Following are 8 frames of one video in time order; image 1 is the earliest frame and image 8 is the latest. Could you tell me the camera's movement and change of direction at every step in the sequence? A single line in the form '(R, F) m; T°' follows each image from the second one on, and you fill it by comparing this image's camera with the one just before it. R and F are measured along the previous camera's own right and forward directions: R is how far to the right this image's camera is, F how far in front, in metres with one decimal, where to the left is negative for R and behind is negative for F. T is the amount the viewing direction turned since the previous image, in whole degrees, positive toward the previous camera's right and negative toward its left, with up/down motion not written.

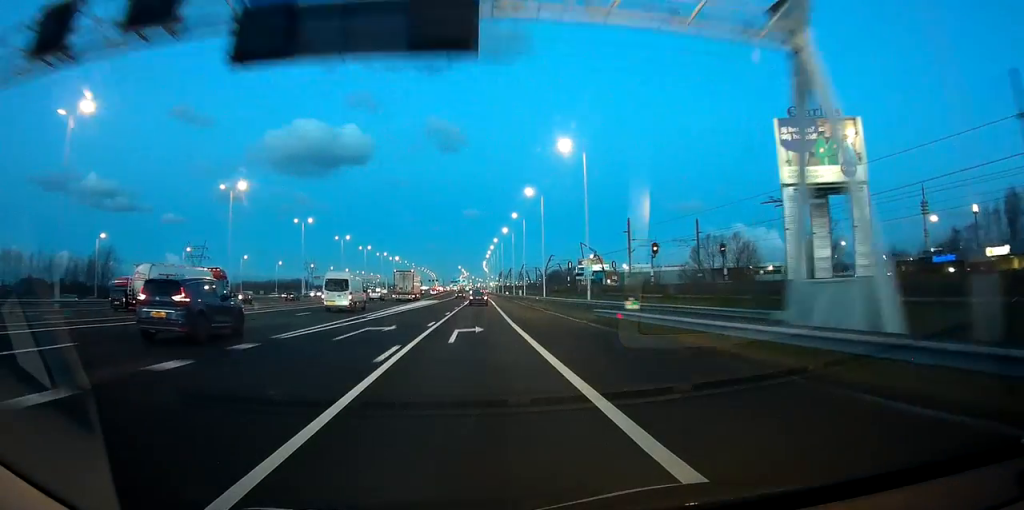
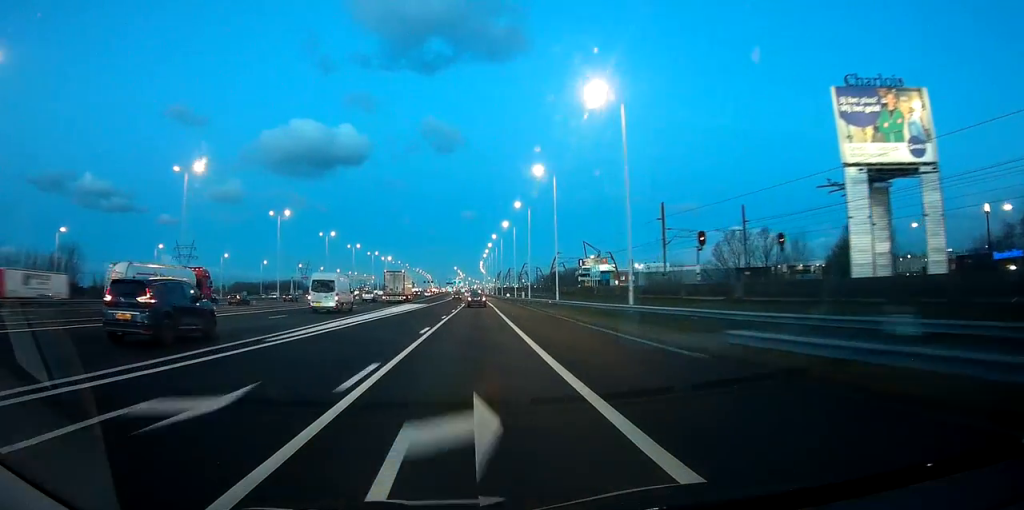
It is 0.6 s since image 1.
(0.0, +15.1) m; +1°
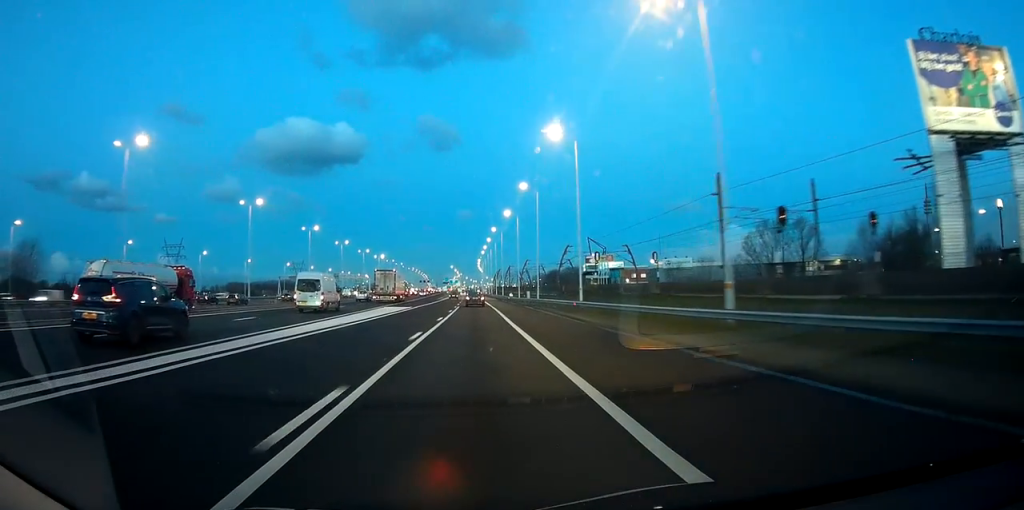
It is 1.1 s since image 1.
(0.0, +15.1) m; +1°
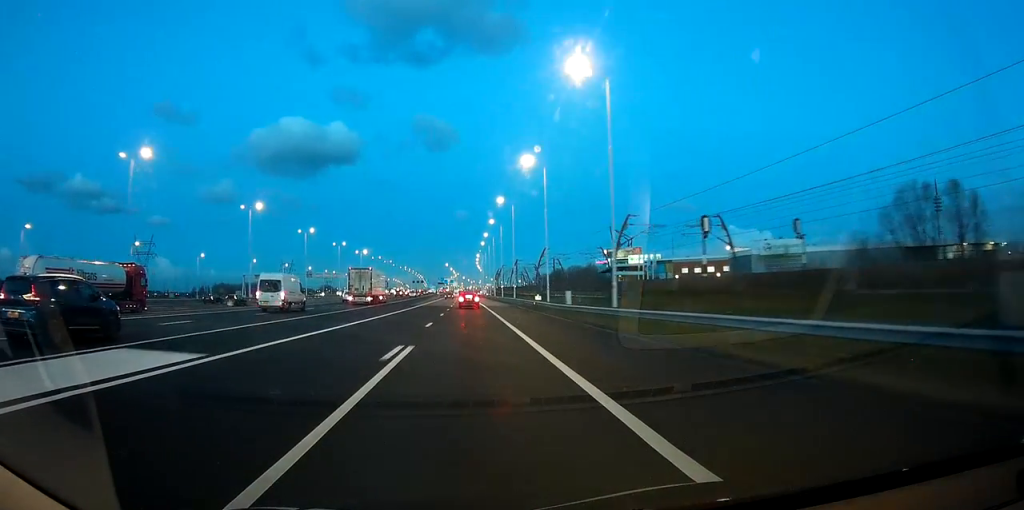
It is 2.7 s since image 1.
(+0.6, +40.8) m; 0°
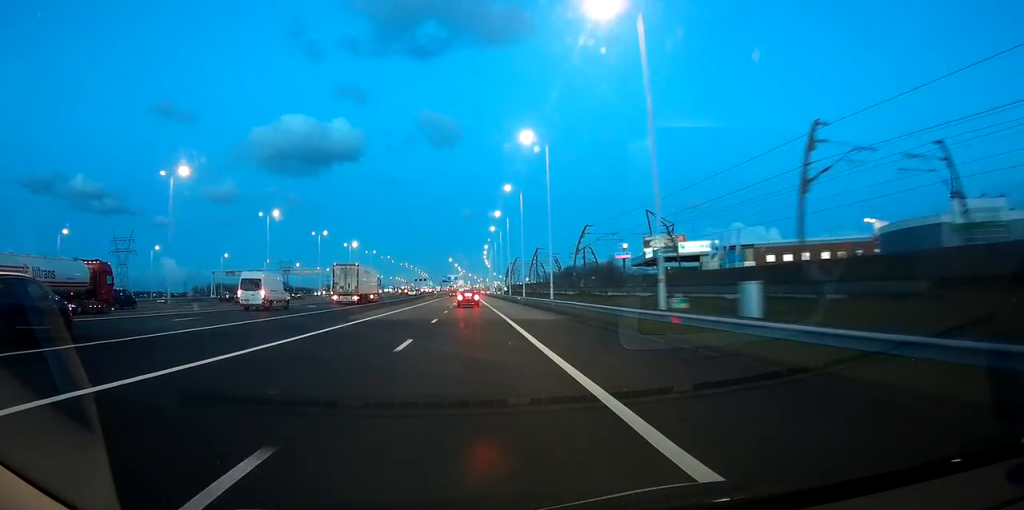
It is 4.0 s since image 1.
(-0.4, +34.2) m; -1°
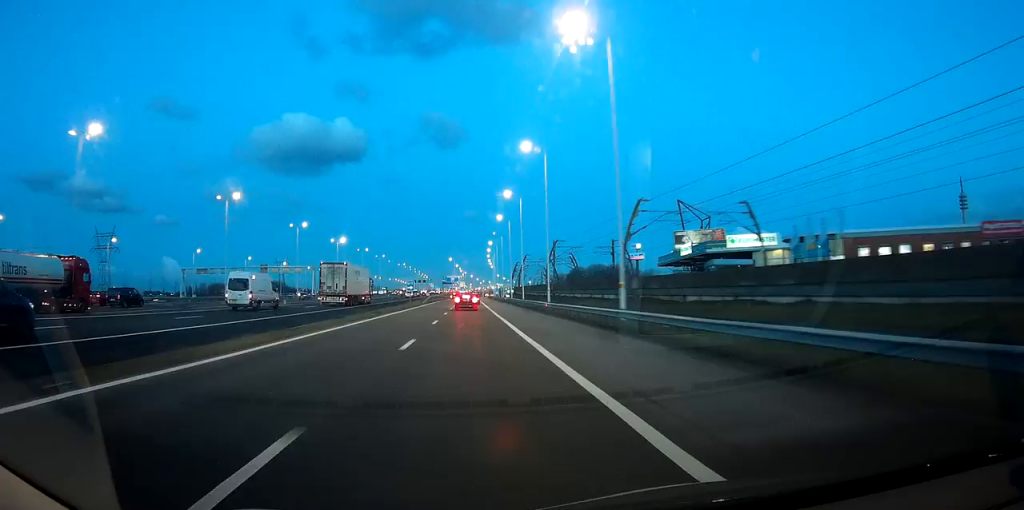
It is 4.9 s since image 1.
(+0.1, +23.3) m; 0°
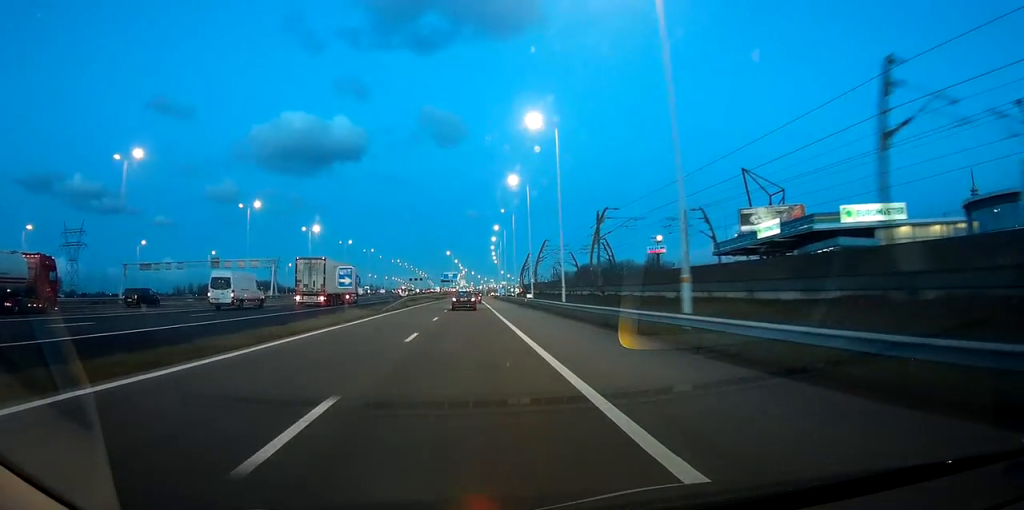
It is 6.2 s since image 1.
(-0.3, +33.7) m; 0°
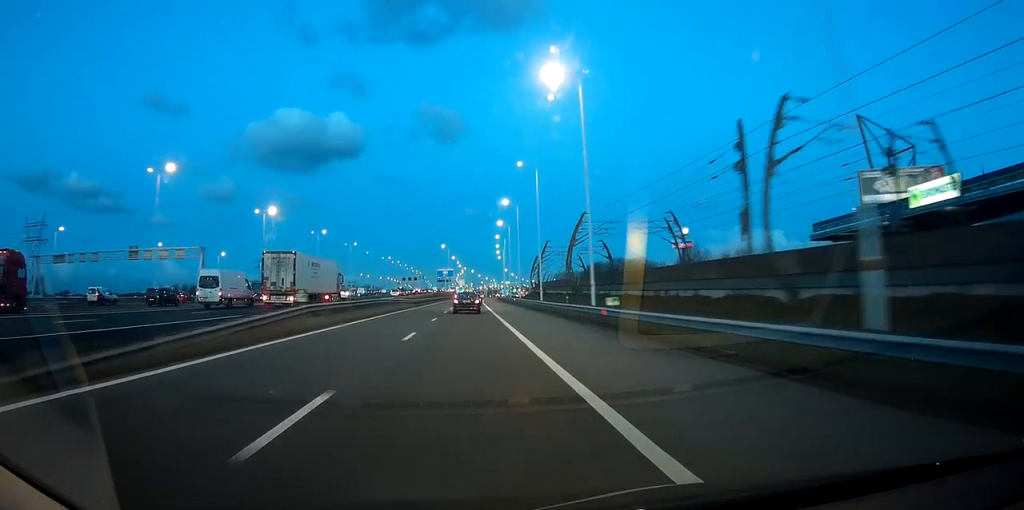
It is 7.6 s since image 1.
(+0.2, +35.5) m; 0°
